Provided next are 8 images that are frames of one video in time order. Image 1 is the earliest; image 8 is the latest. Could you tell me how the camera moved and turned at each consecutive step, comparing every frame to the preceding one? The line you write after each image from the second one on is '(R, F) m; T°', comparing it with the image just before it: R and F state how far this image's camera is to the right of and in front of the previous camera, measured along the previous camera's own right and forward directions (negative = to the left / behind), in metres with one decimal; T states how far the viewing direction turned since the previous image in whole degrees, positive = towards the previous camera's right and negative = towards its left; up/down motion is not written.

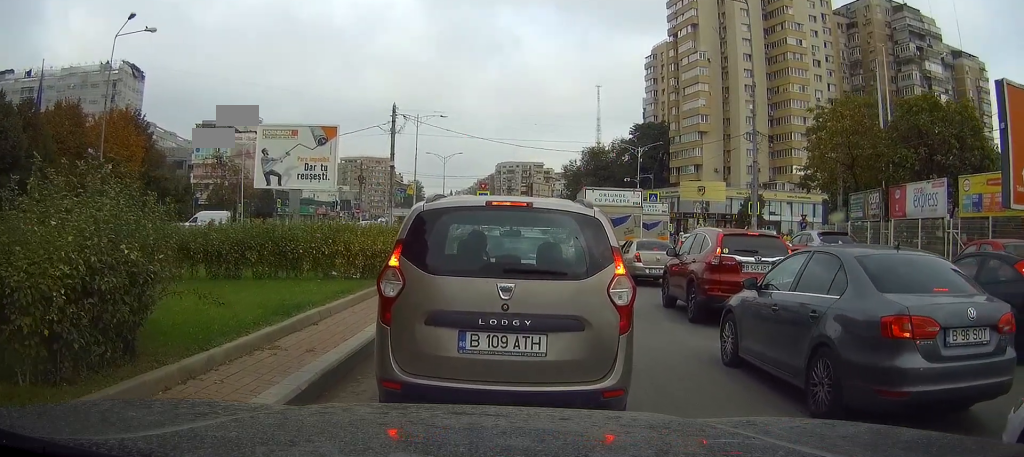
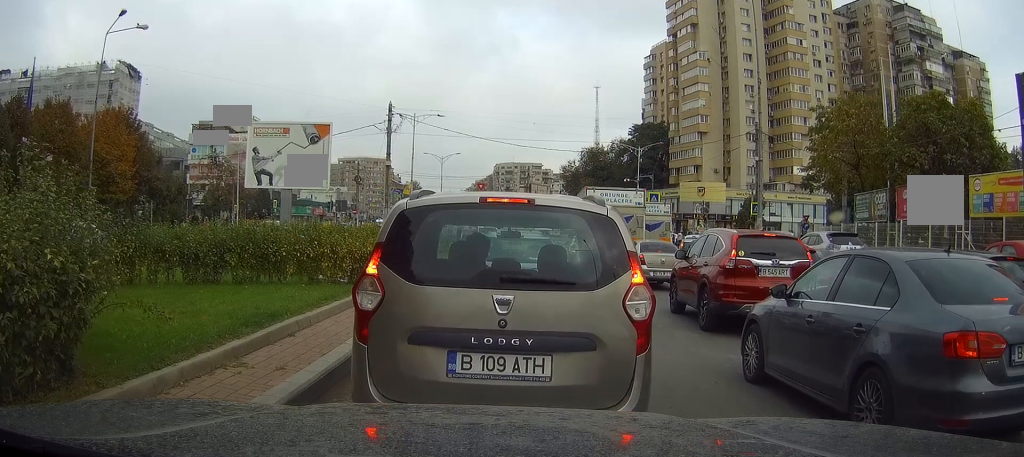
(-0.1, +0.9) m; 0°
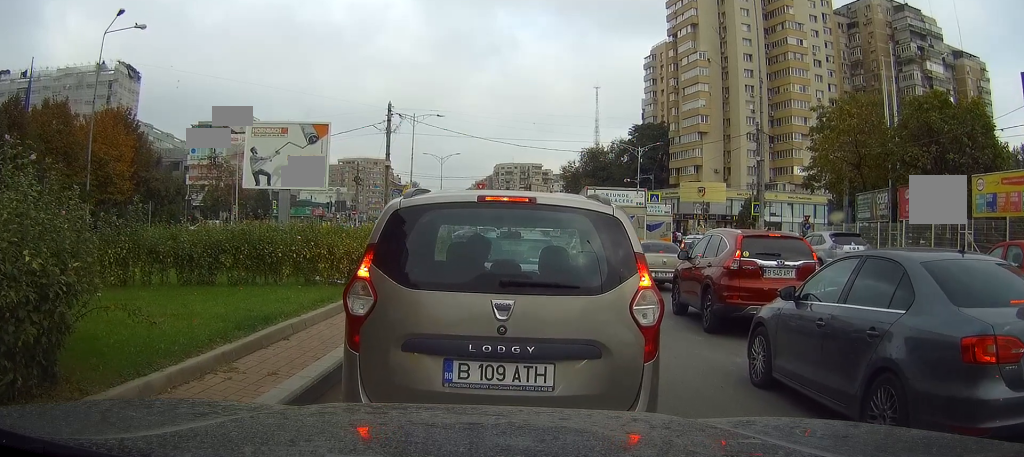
(0.0, +0.4) m; 0°
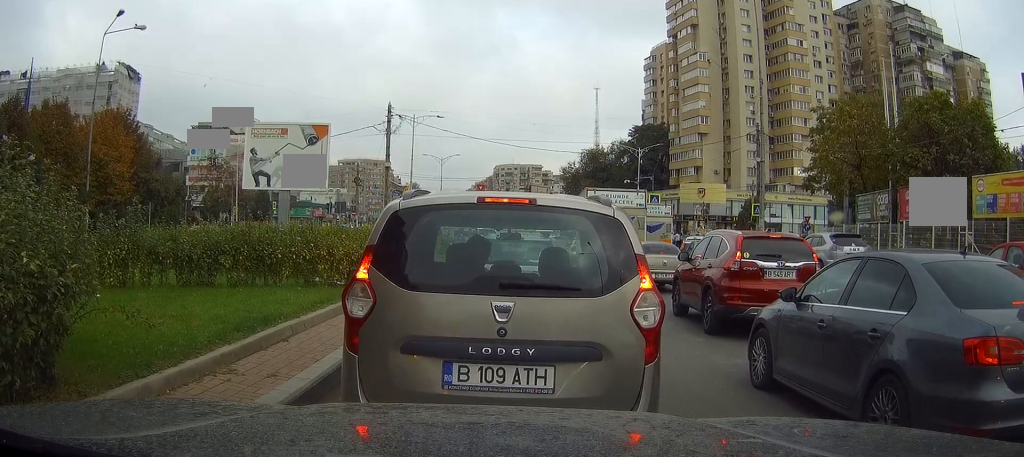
(+0.1, +0.2) m; 0°
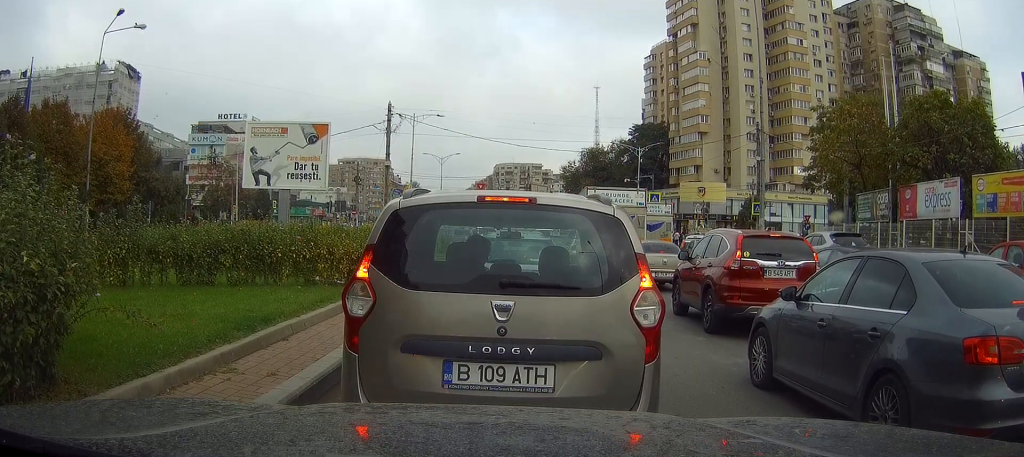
(+0.2, +0.4) m; 0°
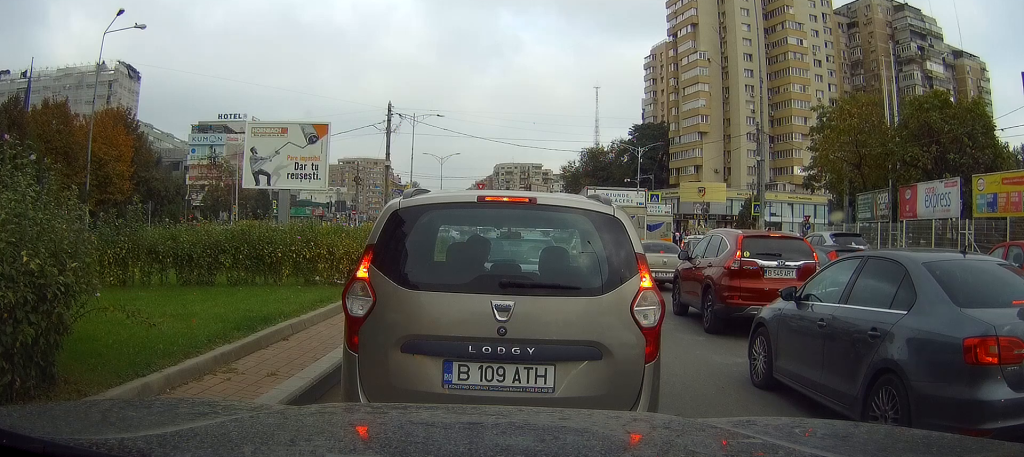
(0.0, 0.0) m; 0°
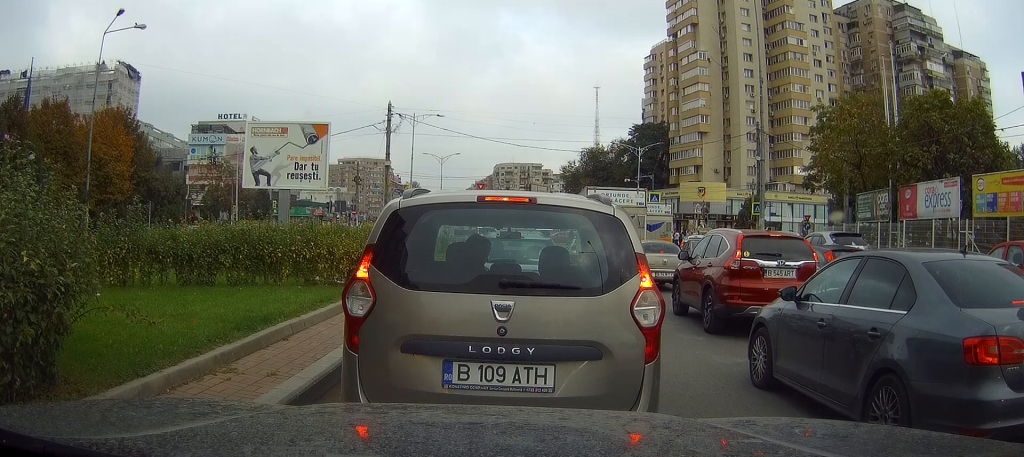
(0.0, 0.0) m; 0°
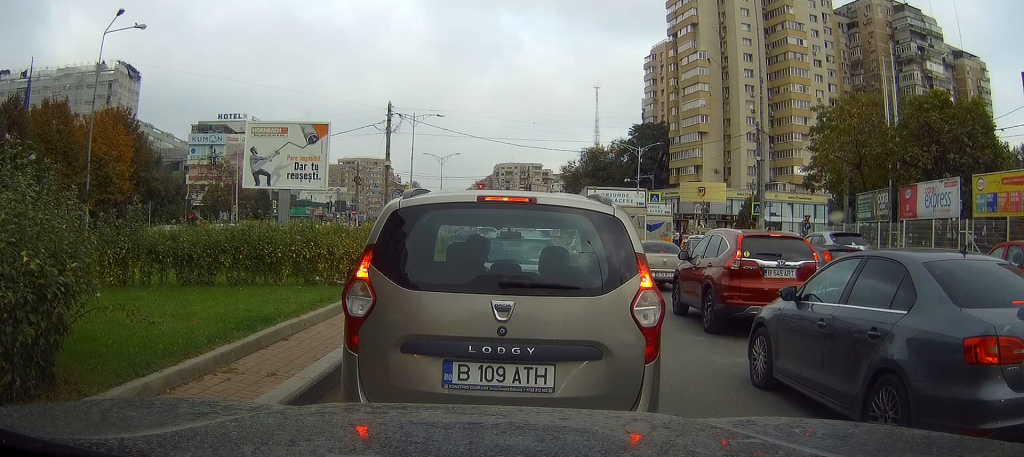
(0.0, 0.0) m; 0°
